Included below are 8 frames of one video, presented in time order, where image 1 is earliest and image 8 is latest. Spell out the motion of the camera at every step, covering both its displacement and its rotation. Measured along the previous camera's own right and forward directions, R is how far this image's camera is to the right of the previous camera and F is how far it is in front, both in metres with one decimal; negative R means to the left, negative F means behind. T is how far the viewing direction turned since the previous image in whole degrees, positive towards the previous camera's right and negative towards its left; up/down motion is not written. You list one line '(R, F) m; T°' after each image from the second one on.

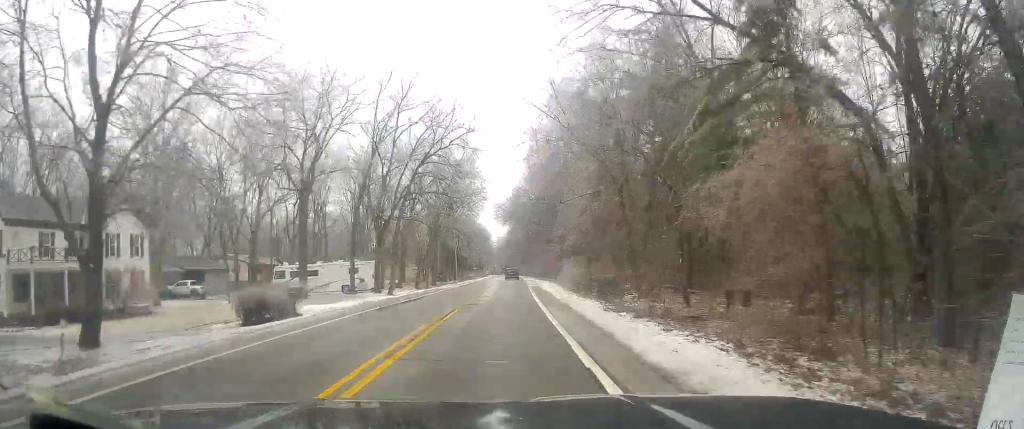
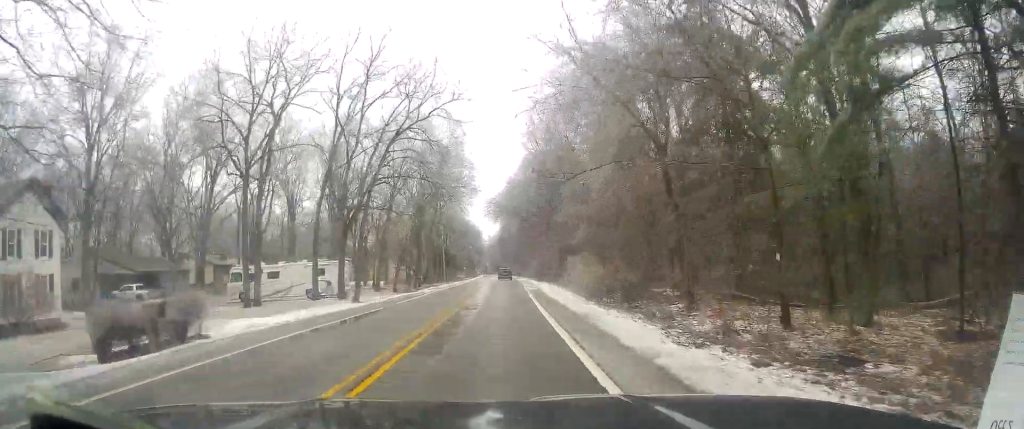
(+0.1, +9.4) m; +1°
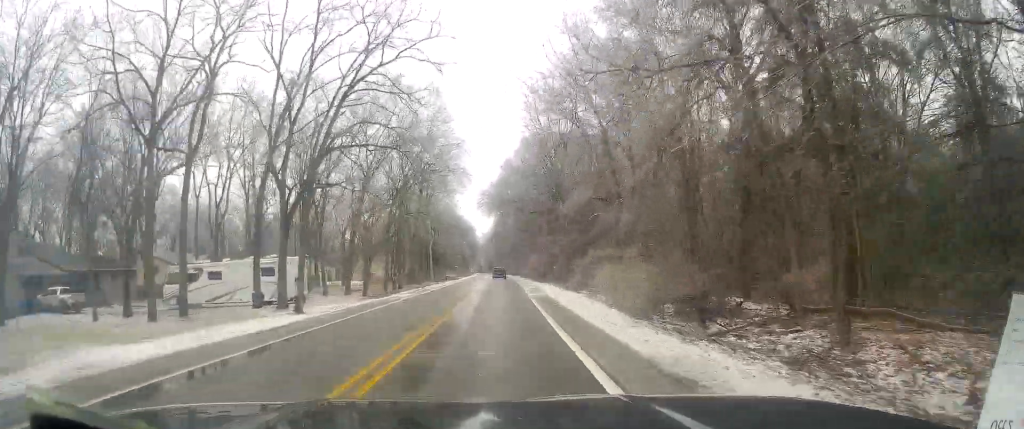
(-0.1, +10.8) m; +1°
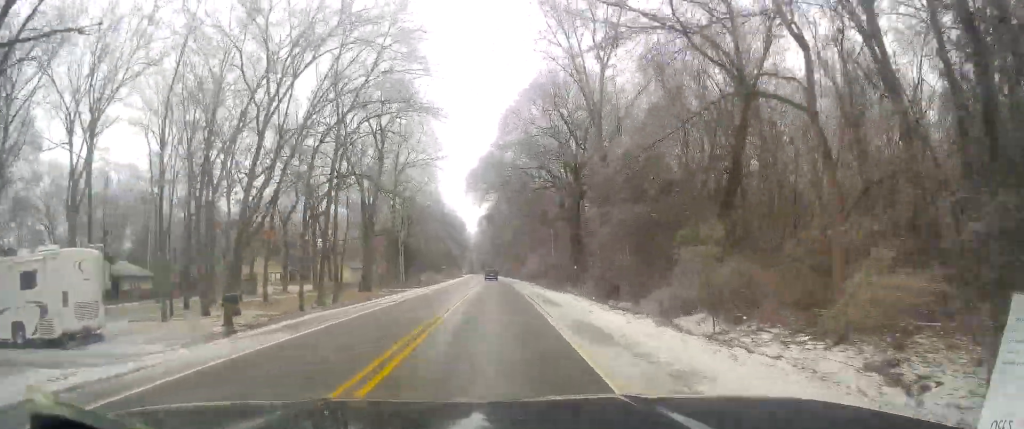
(+0.5, +23.6) m; +2°
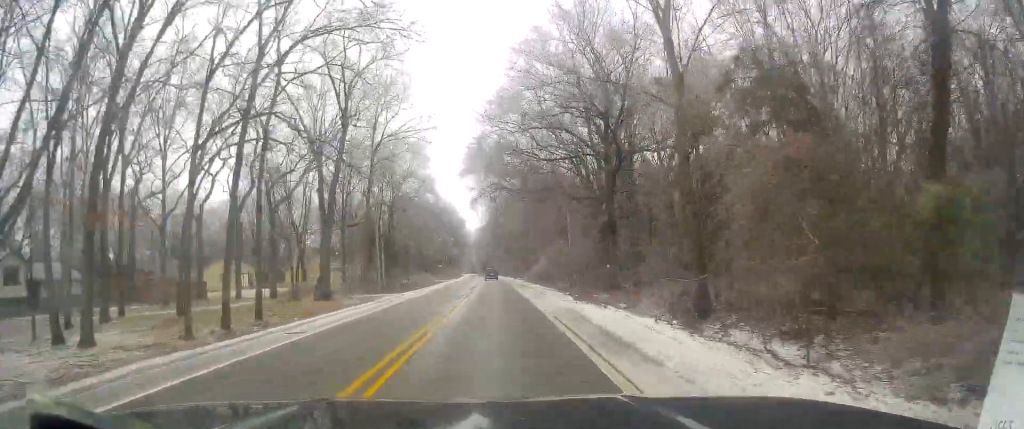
(+0.1, +13.5) m; +1°
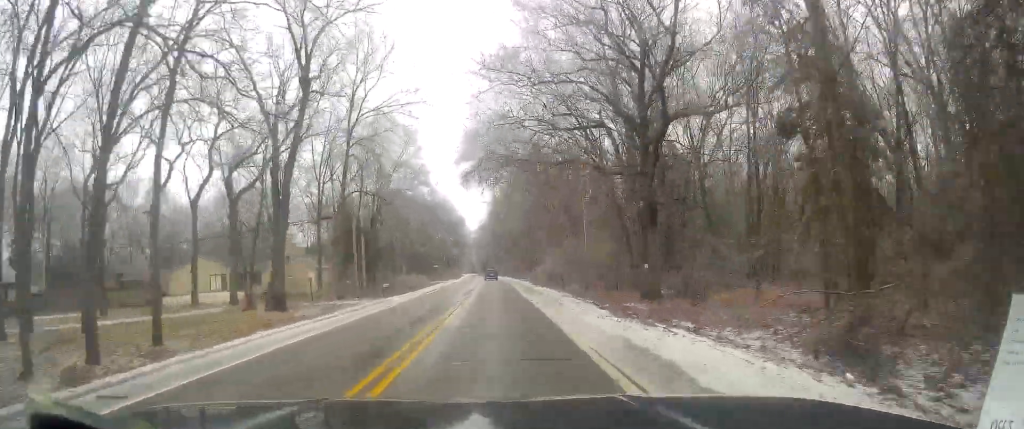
(-0.1, +8.8) m; +1°
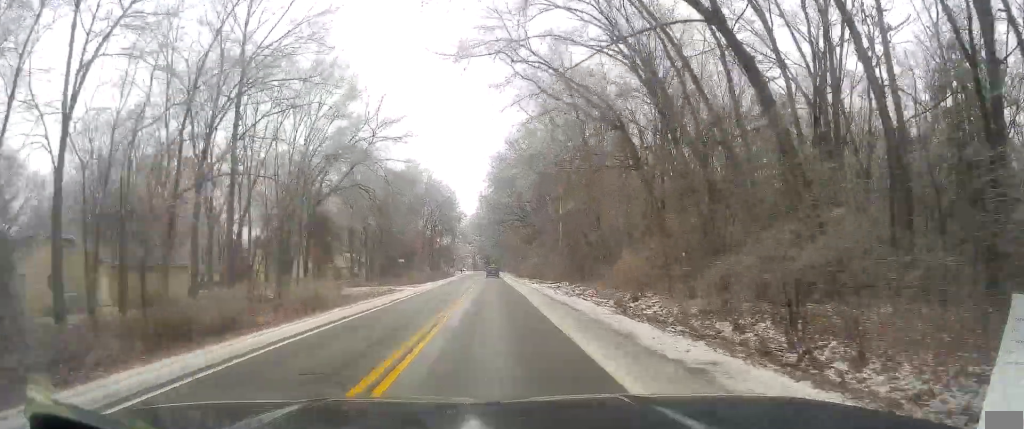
(-2.0, +45.8) m; -2°
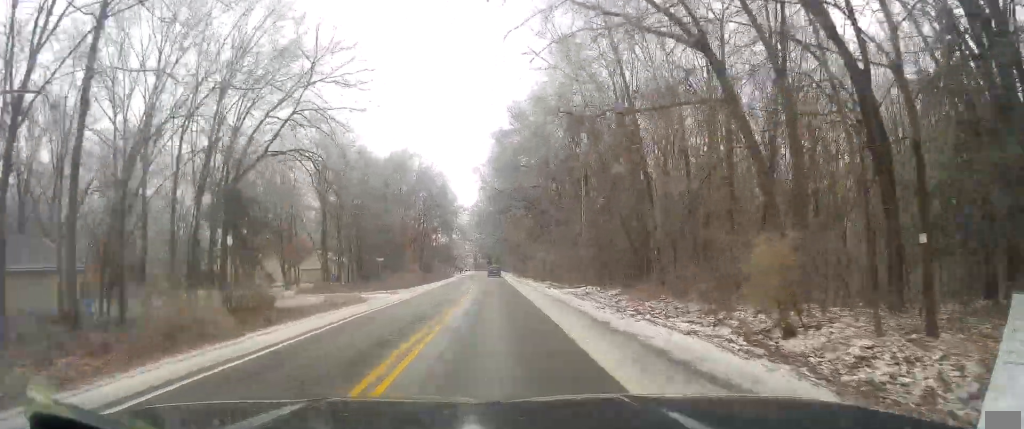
(+1.1, +14.2) m; +1°
